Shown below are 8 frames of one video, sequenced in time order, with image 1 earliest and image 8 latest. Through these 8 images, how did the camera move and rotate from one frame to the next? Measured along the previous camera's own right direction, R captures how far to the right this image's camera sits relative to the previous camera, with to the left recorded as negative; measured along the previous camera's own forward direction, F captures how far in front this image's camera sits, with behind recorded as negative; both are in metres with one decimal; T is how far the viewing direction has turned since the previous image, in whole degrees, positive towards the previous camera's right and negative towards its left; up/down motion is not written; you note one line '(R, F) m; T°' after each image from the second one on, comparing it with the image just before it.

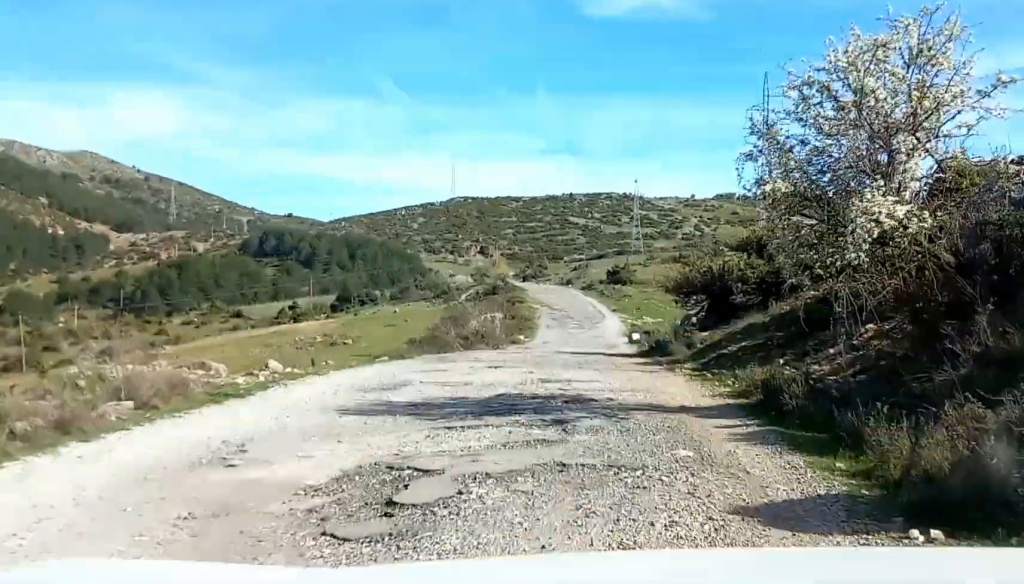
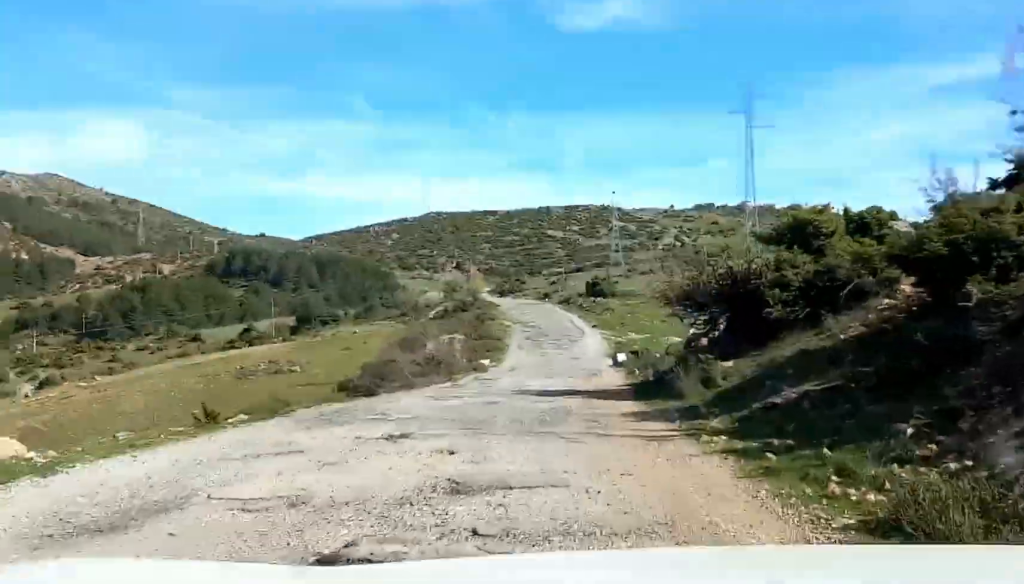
(-0.1, +10.7) m; 0°
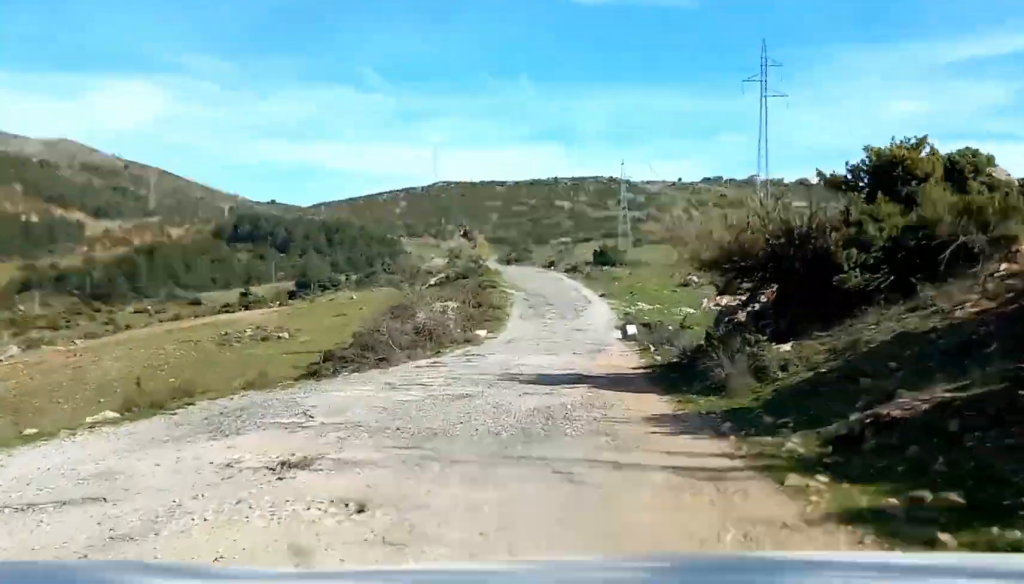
(+0.1, +3.9) m; -3°
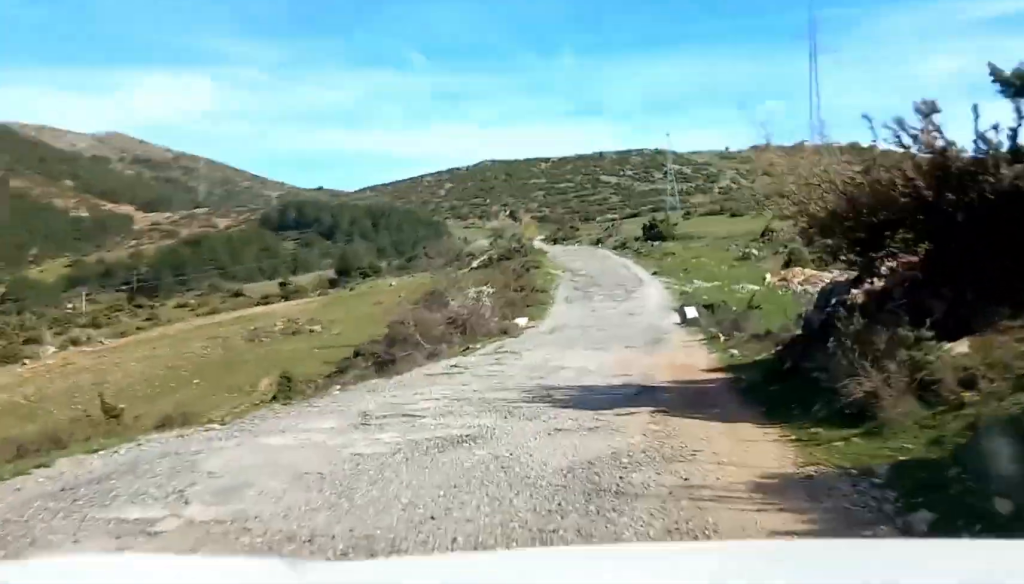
(-0.3, +5.3) m; -3°
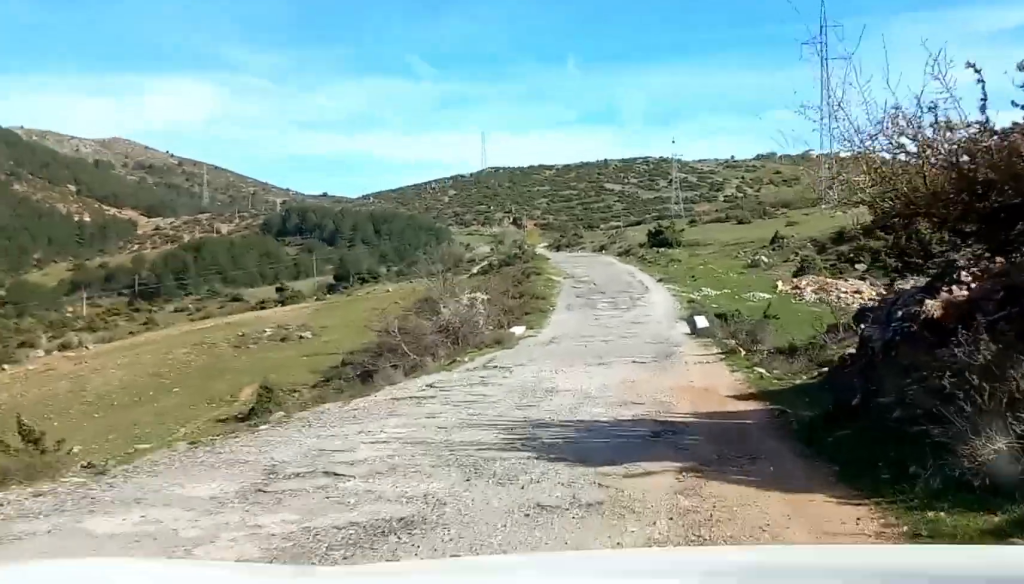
(-0.1, +3.9) m; -1°
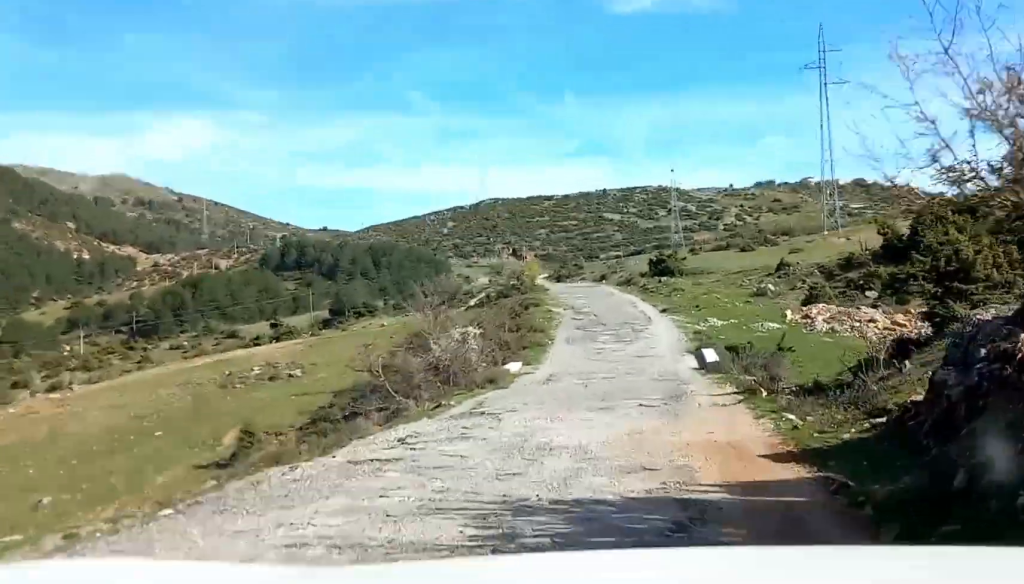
(0.0, +3.8) m; +1°
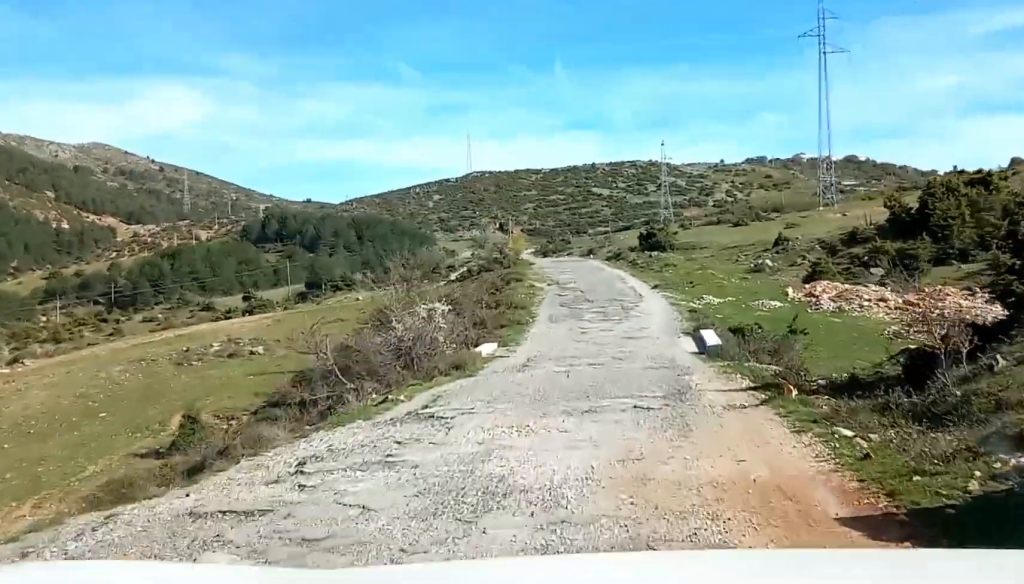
(0.0, +5.6) m; +2°
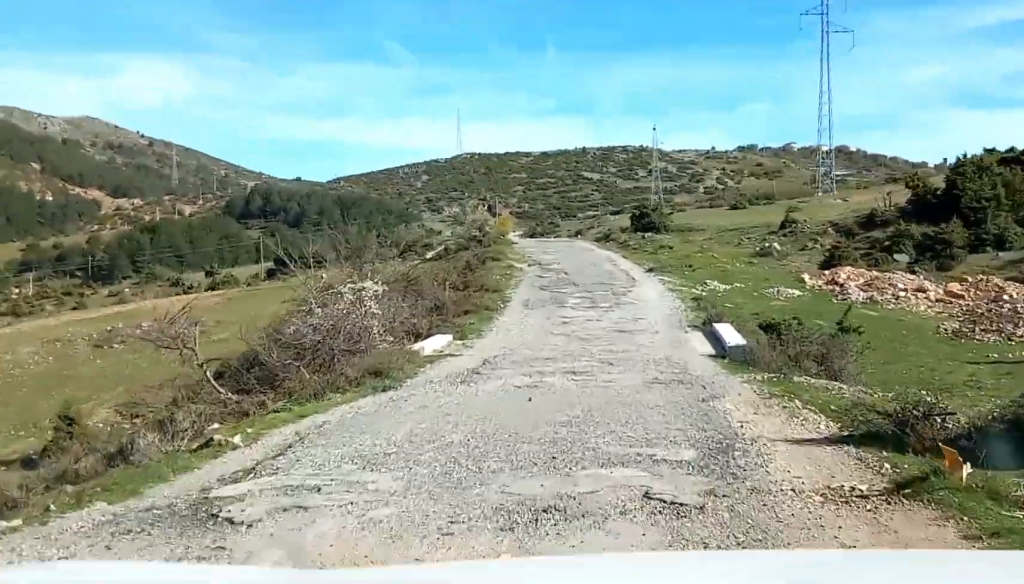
(+0.4, +8.2) m; +4°
